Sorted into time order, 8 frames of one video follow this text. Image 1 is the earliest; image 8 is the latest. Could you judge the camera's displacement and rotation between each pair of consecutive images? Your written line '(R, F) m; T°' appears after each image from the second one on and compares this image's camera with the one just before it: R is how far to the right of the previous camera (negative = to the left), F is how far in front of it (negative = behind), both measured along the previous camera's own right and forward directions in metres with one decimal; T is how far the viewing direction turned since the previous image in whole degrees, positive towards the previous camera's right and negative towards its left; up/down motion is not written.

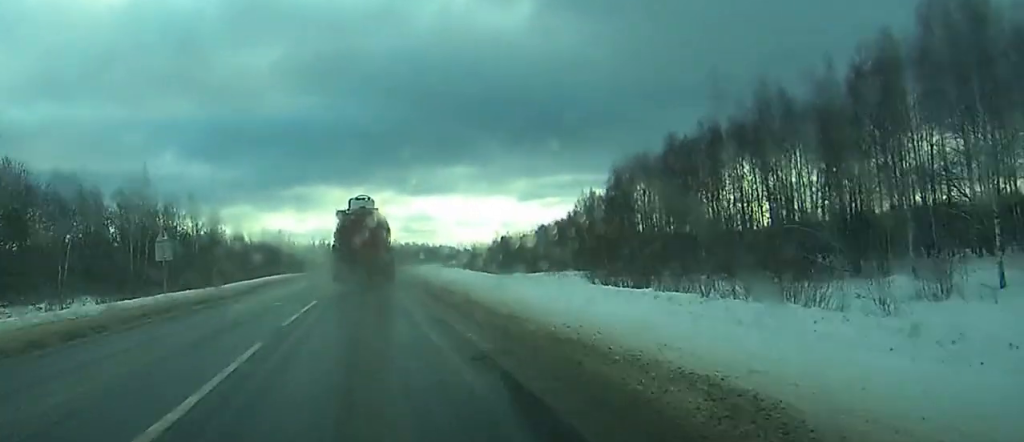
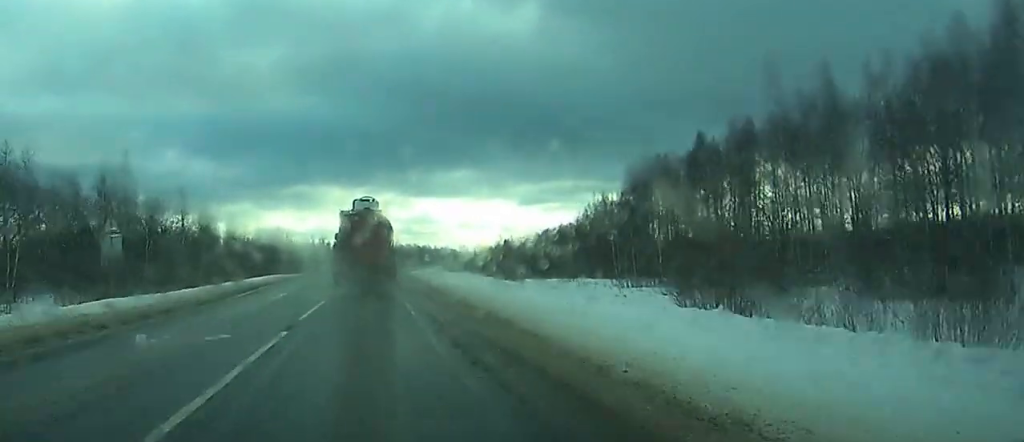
(0.0, +9.7) m; 0°
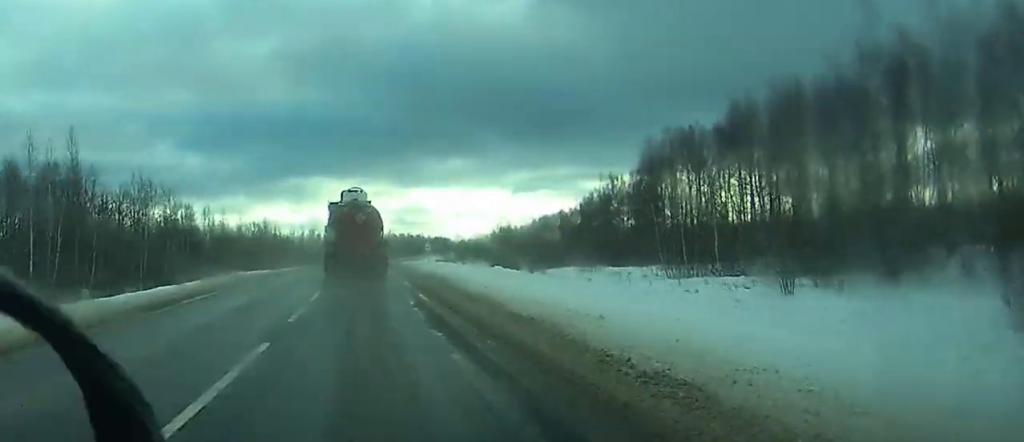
(0.0, +14.9) m; 0°
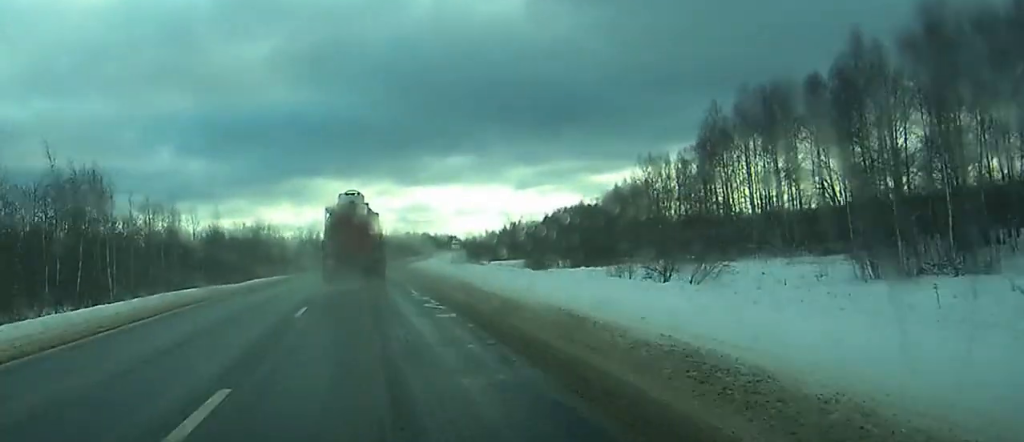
(0.0, +28.5) m; 0°
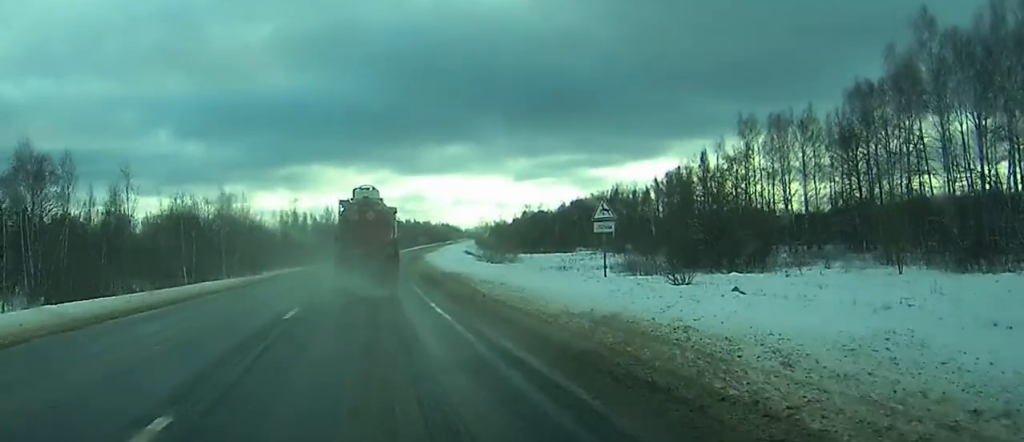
(+0.2, +50.0) m; 0°
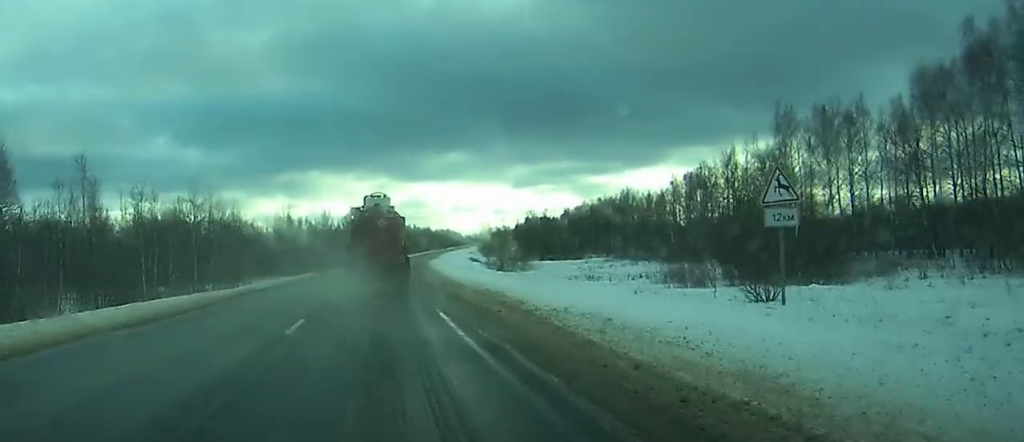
(0.0, +13.1) m; 0°
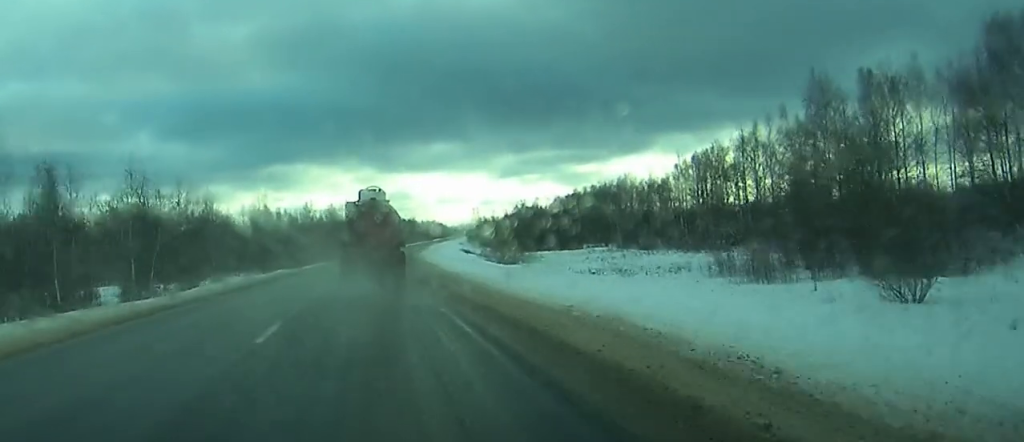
(+0.1, +14.7) m; 0°
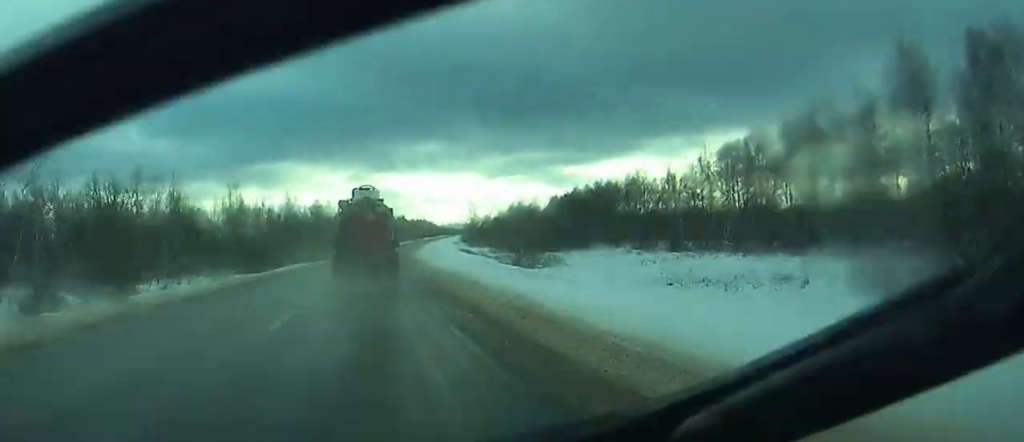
(+0.1, +21.0) m; 0°
